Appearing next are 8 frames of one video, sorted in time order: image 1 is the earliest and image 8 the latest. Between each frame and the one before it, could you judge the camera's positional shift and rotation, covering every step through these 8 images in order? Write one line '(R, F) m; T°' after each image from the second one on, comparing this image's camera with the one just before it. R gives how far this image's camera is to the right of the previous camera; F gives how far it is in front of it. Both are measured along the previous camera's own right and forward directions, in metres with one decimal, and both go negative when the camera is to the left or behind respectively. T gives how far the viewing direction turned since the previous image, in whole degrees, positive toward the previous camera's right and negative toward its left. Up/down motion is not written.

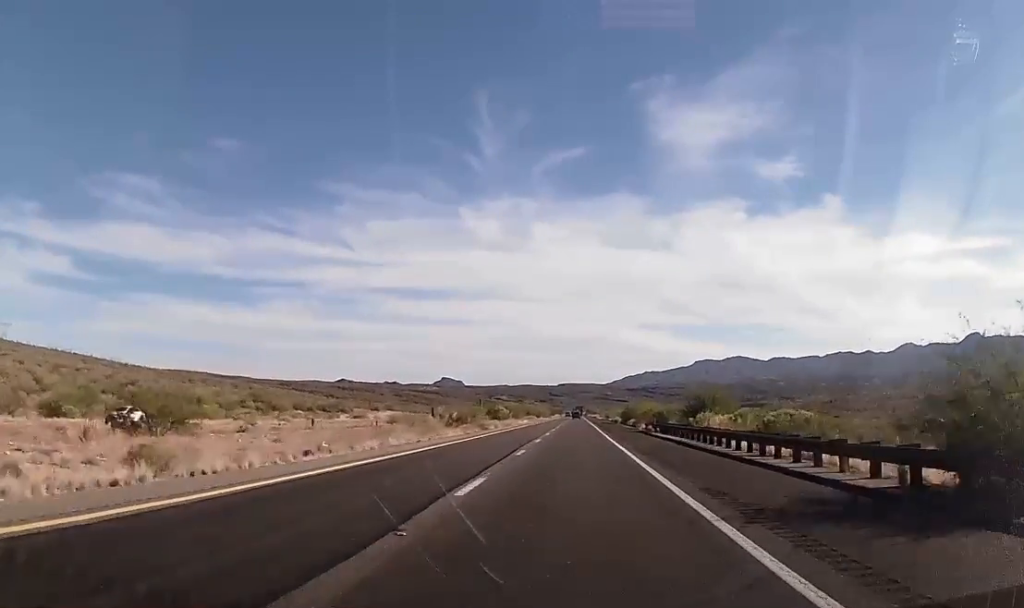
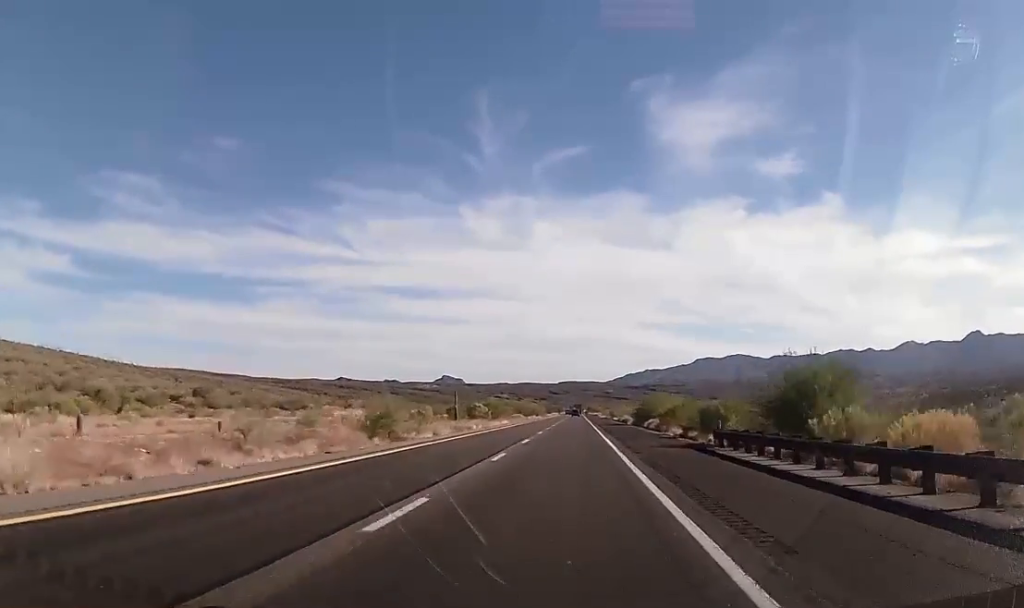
(+0.3, +27.7) m; +1°
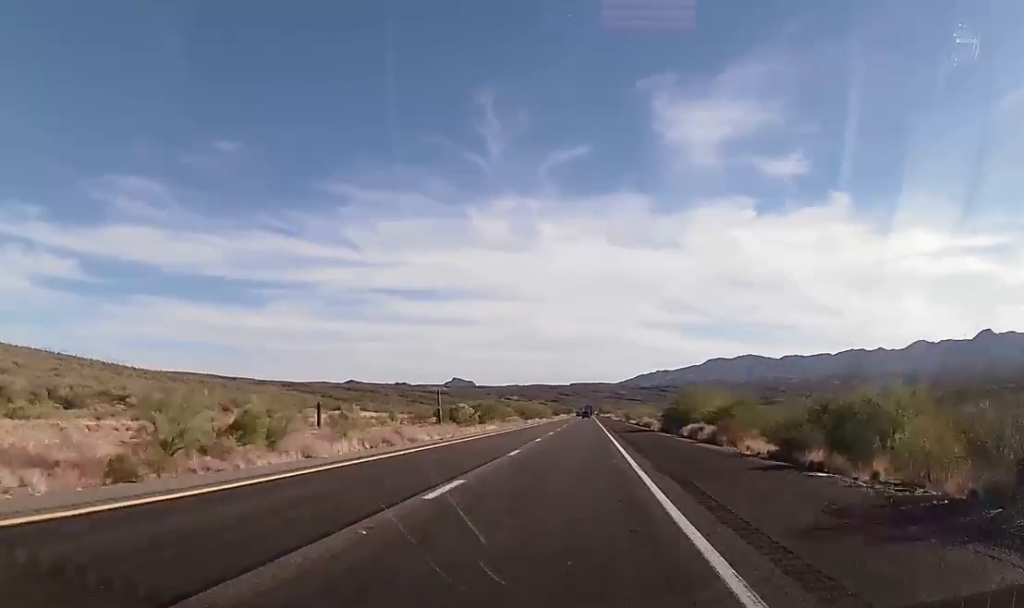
(+0.3, +20.6) m; -1°
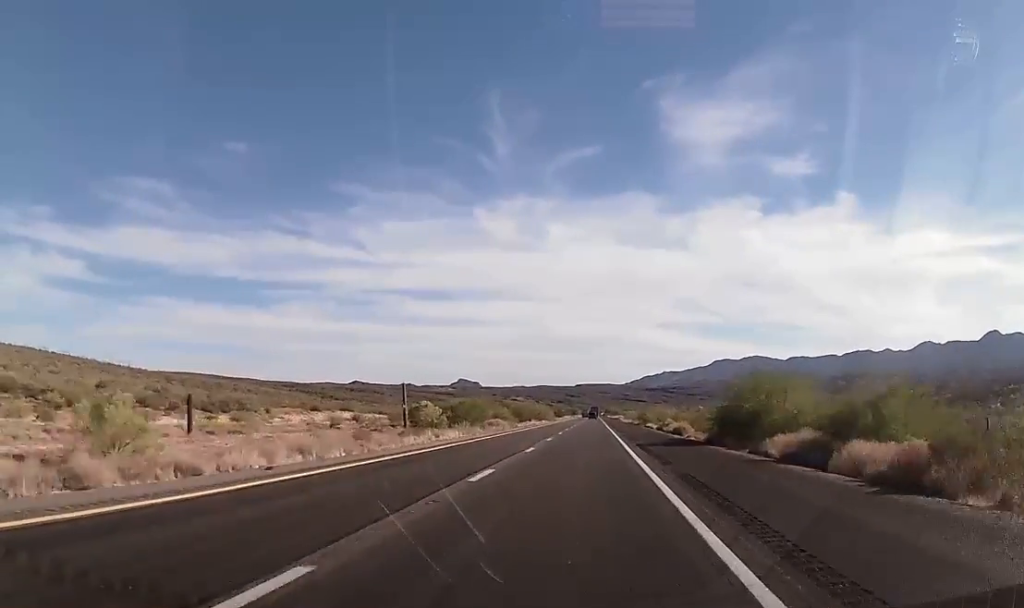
(-0.5, +20.9) m; -1°
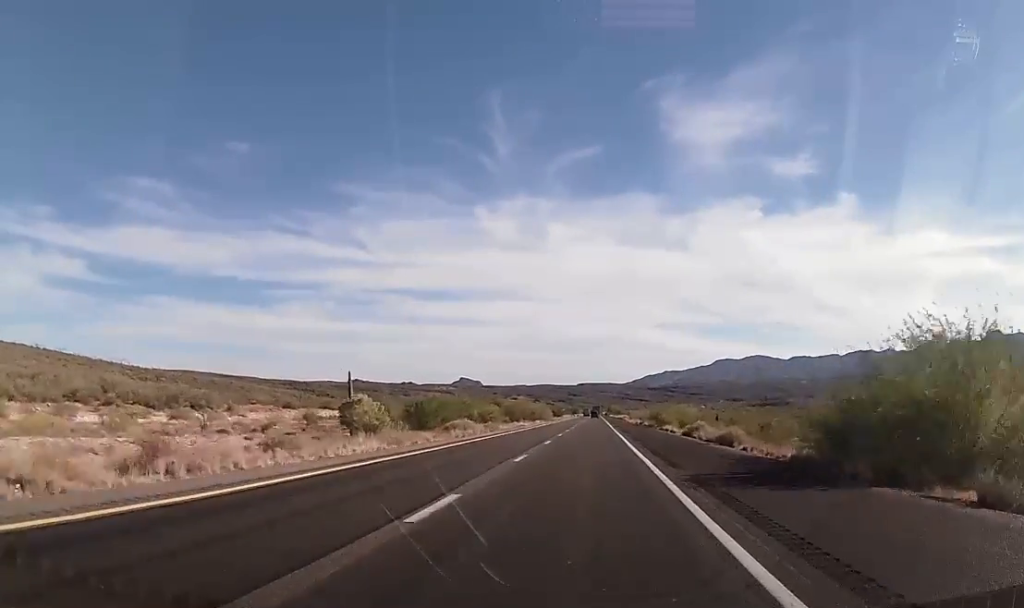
(-0.4, +17.8) m; 0°
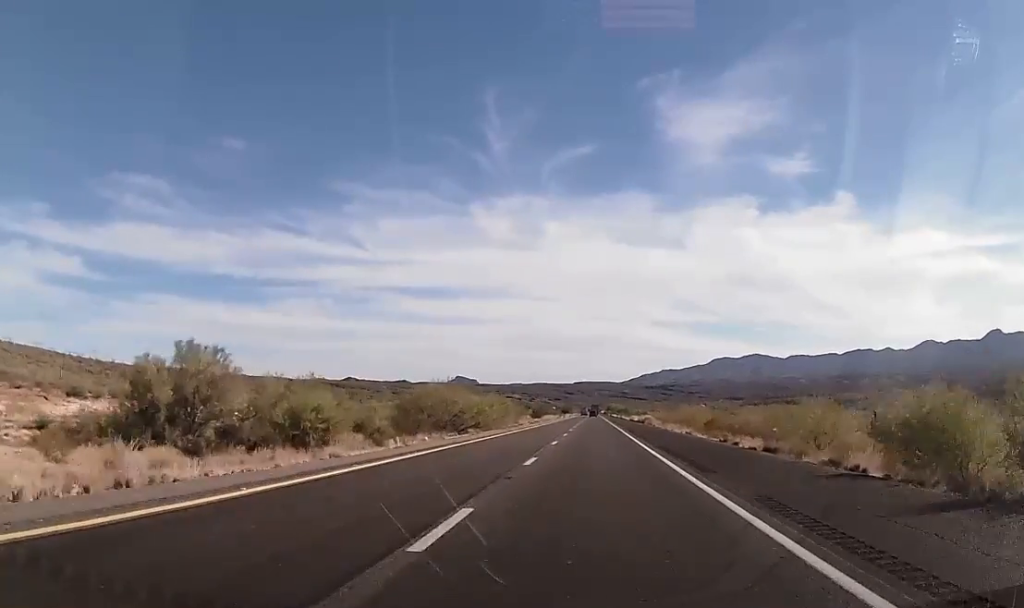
(+0.5, +74.1) m; 0°
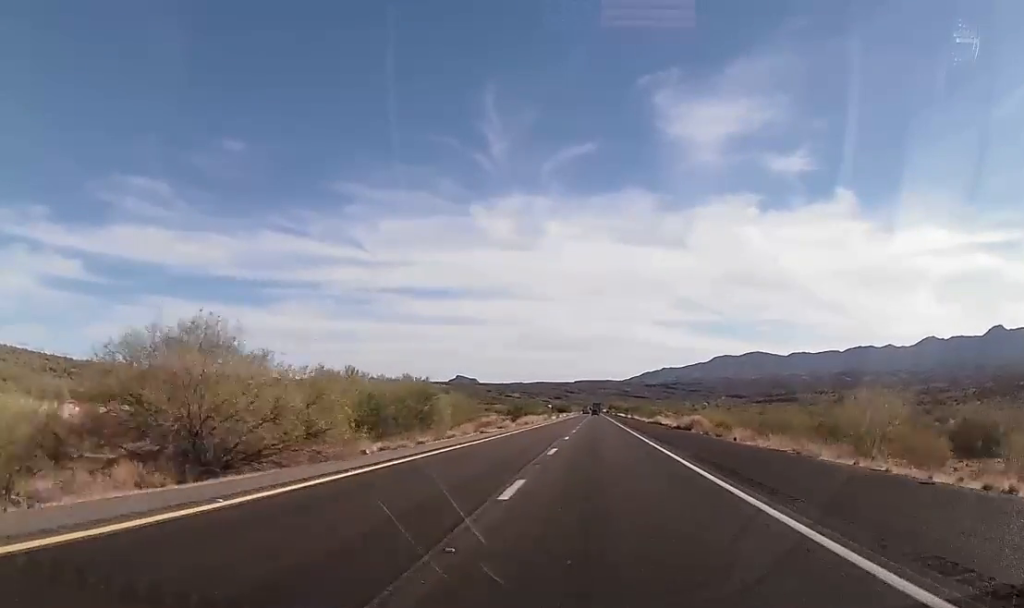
(+0.4, +43.8) m; 0°
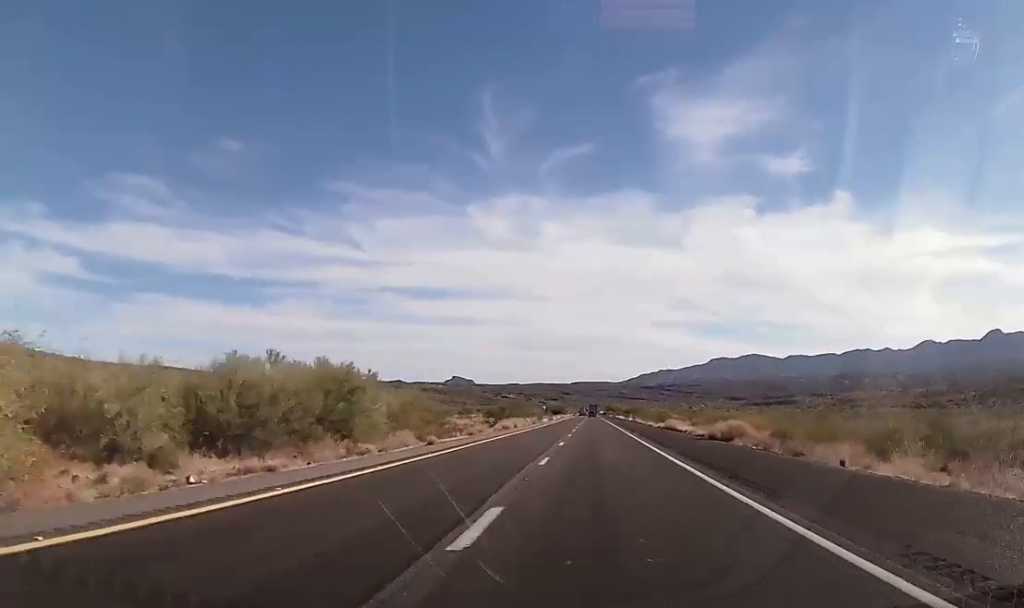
(0.0, +16.1) m; 0°
